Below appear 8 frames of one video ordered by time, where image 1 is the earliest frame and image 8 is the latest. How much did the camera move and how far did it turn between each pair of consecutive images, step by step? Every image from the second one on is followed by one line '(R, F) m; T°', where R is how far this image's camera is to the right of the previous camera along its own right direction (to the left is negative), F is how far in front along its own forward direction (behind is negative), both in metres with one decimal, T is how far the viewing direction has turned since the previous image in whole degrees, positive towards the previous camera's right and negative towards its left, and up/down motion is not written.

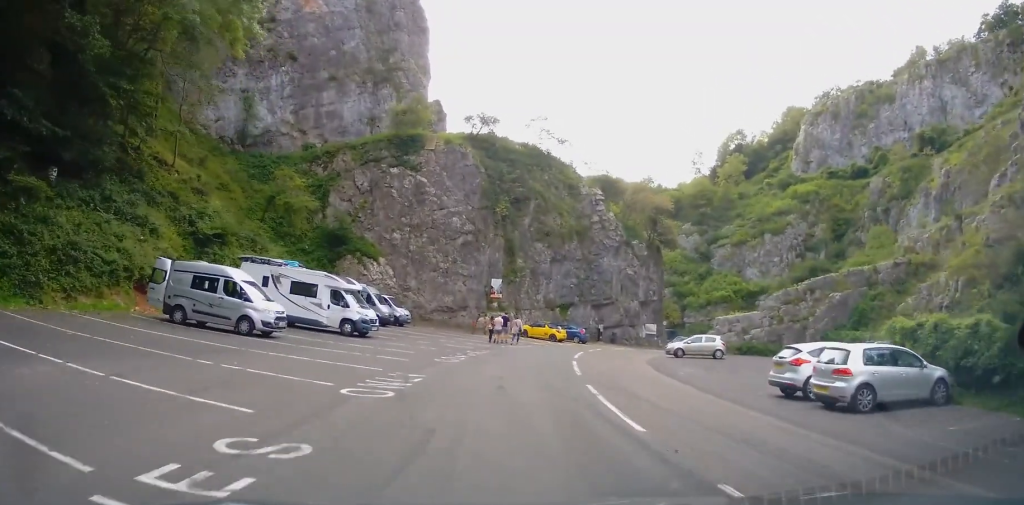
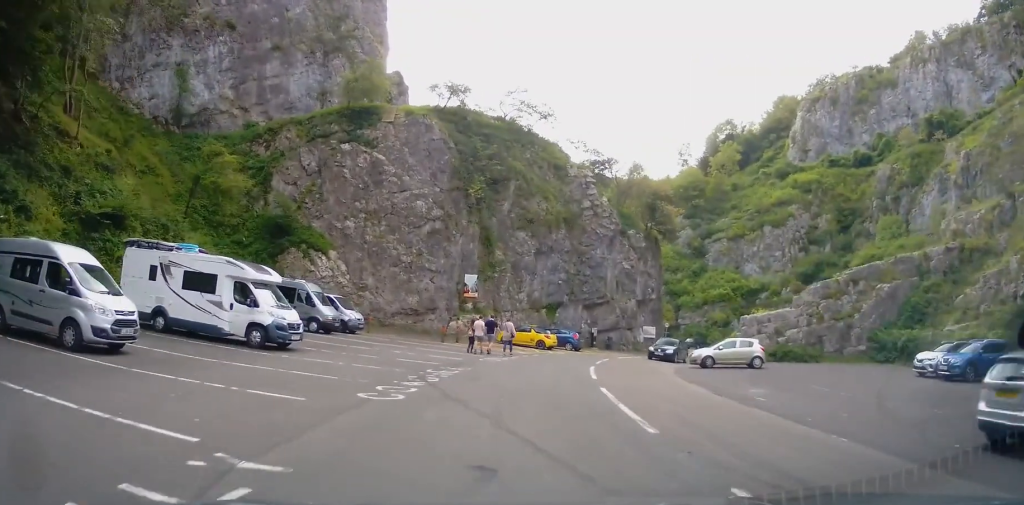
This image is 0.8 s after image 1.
(+0.4, +8.8) m; +4°
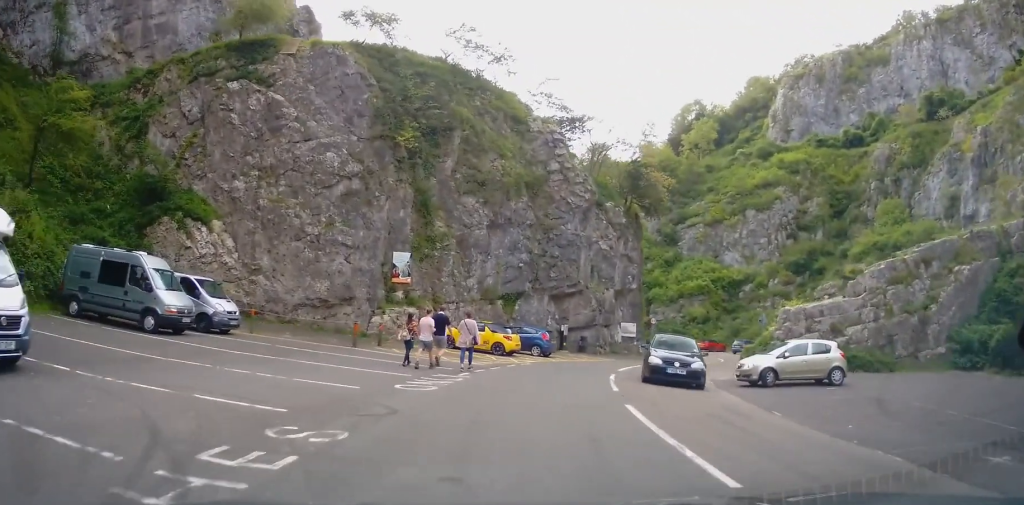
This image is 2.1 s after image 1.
(+0.5, +12.1) m; +6°
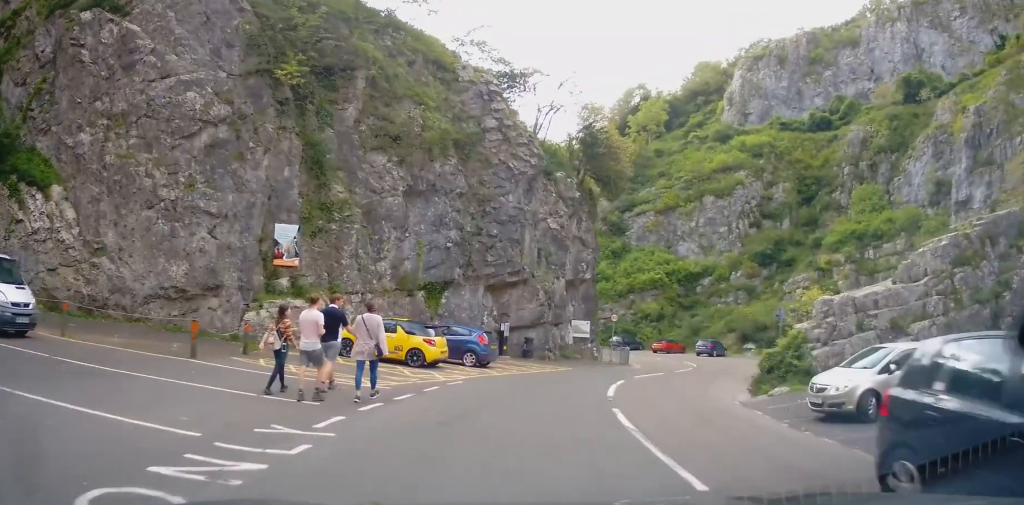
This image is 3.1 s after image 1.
(+0.5, +9.3) m; +4°
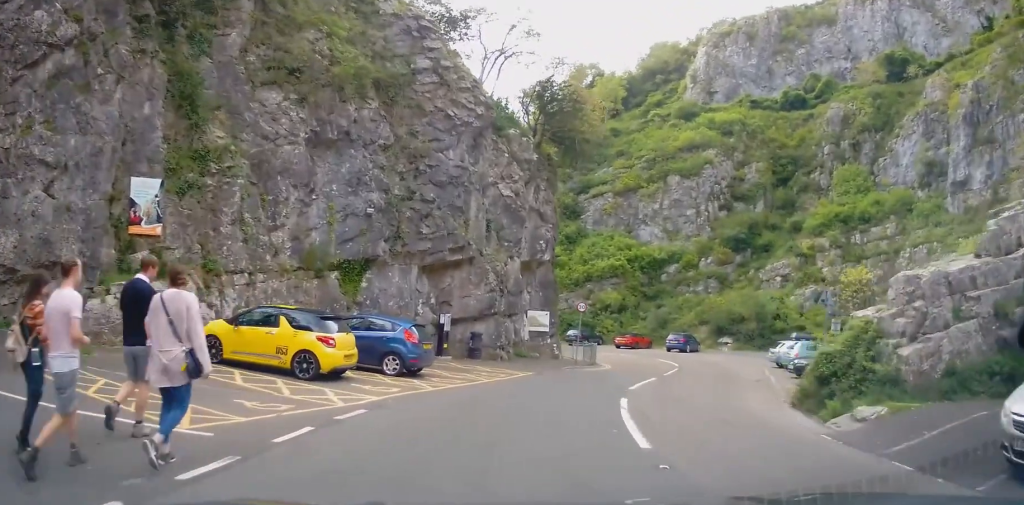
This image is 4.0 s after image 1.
(0.0, +7.1) m; +3°
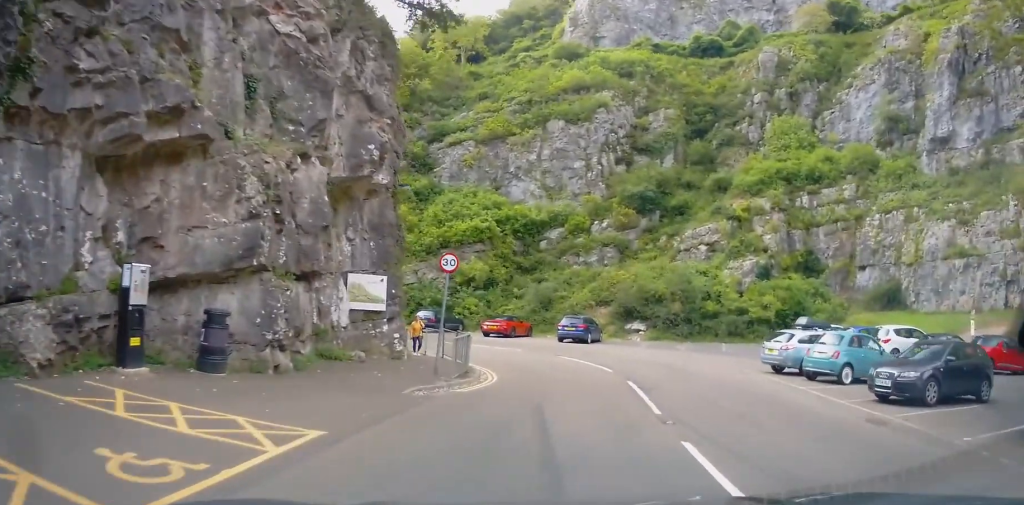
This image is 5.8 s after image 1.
(+1.6, +13.9) m; +14°
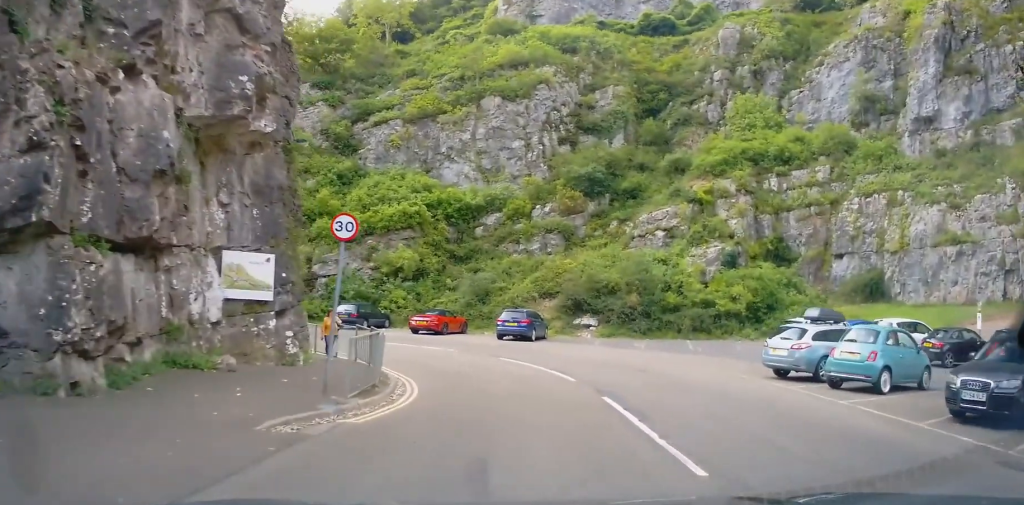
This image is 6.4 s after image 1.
(+0.2, +4.6) m; +5°
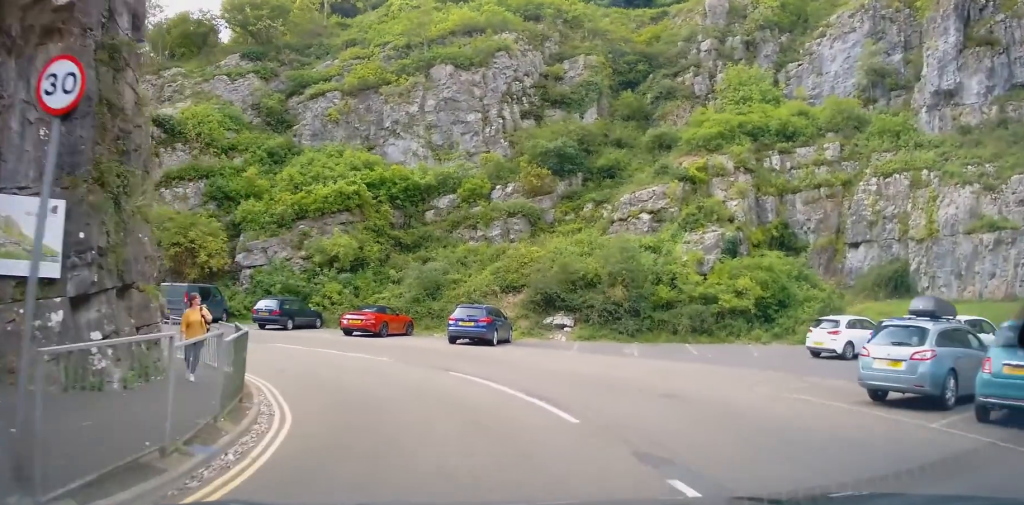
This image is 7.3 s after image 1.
(+0.4, +6.1) m; +4°
